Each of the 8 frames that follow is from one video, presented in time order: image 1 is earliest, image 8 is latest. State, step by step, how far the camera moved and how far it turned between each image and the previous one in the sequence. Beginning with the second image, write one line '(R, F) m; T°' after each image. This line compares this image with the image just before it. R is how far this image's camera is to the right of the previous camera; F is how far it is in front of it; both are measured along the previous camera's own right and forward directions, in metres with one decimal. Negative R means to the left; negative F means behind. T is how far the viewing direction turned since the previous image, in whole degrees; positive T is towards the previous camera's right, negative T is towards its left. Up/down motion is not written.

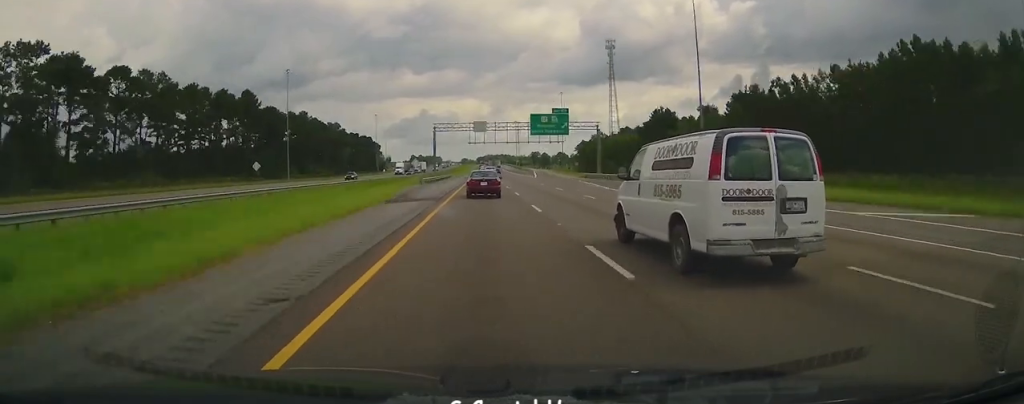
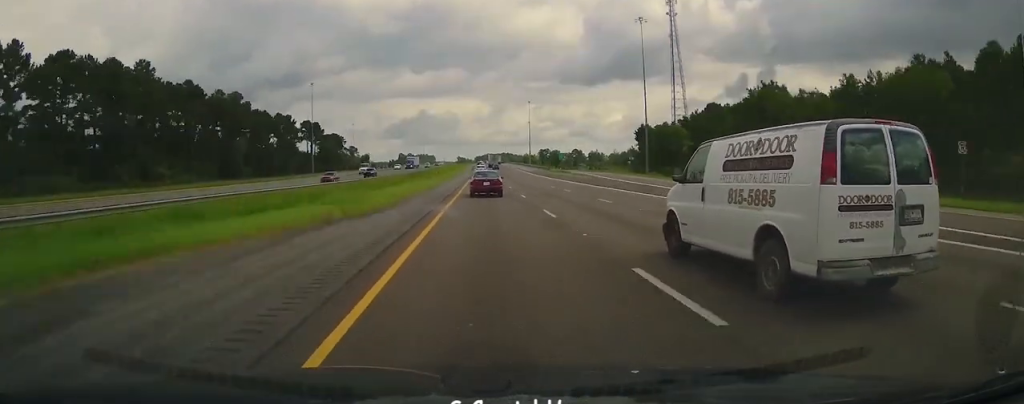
(-0.7, +113.4) m; 0°
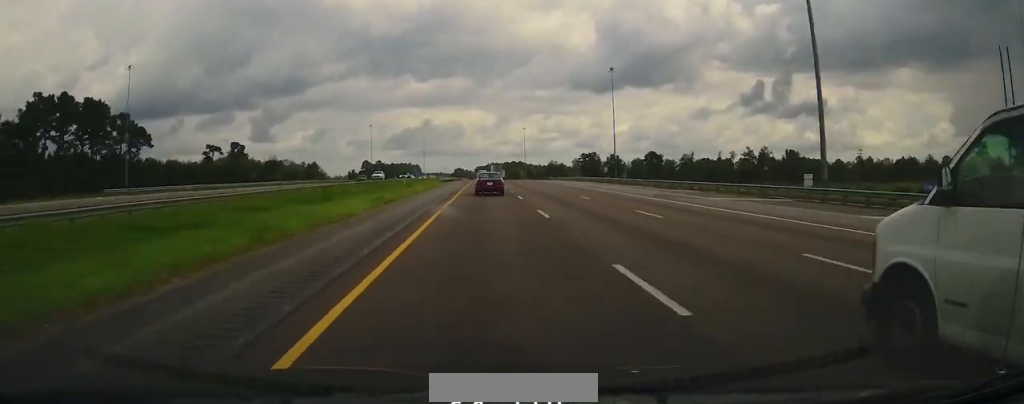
(+1.5, +233.7) m; 0°
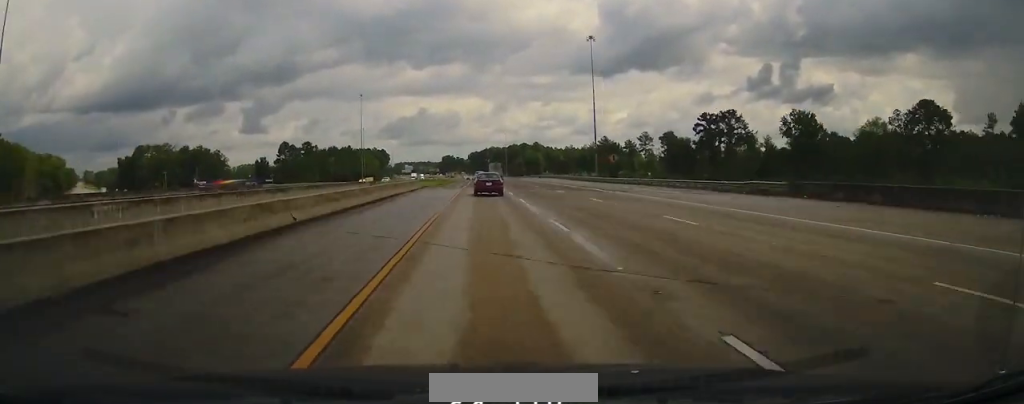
(-0.1, +200.6) m; 0°
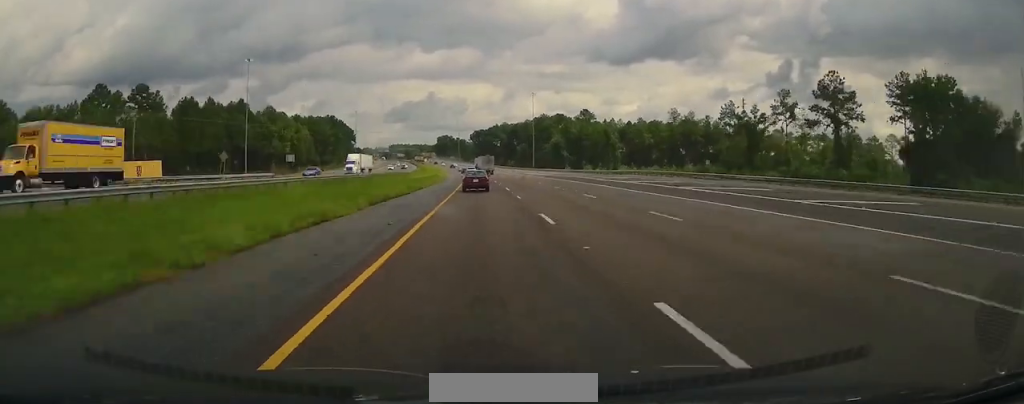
(-0.8, +162.3) m; -2°
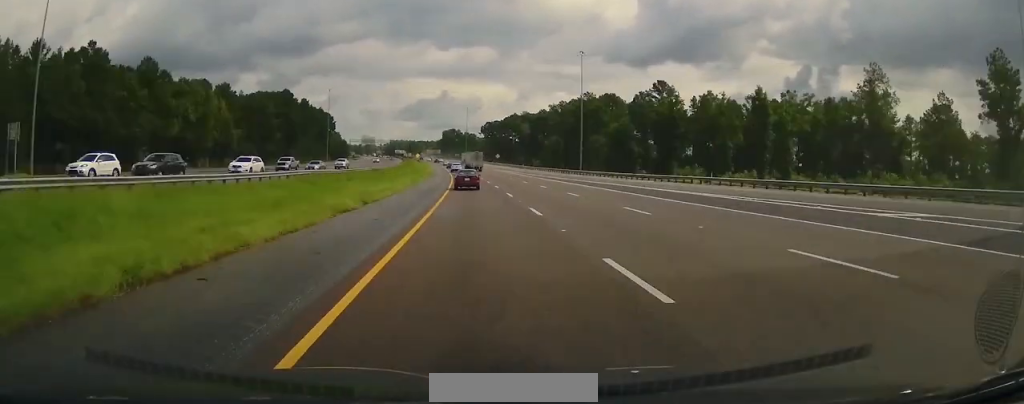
(-0.1, +82.9) m; -2°
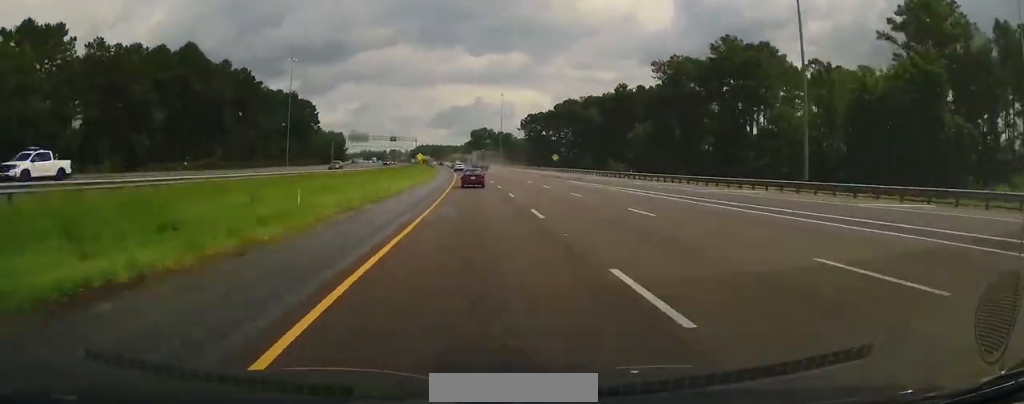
(-2.9, +87.5) m; -3°
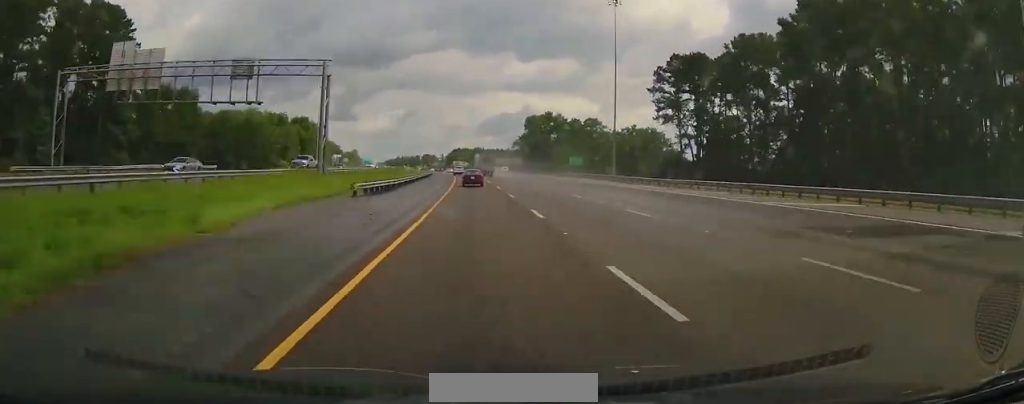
(-7.2, +147.6) m; -5°
